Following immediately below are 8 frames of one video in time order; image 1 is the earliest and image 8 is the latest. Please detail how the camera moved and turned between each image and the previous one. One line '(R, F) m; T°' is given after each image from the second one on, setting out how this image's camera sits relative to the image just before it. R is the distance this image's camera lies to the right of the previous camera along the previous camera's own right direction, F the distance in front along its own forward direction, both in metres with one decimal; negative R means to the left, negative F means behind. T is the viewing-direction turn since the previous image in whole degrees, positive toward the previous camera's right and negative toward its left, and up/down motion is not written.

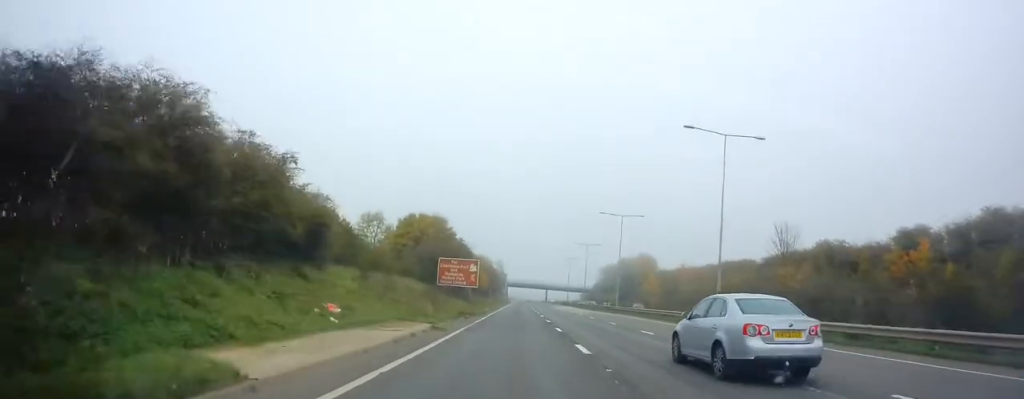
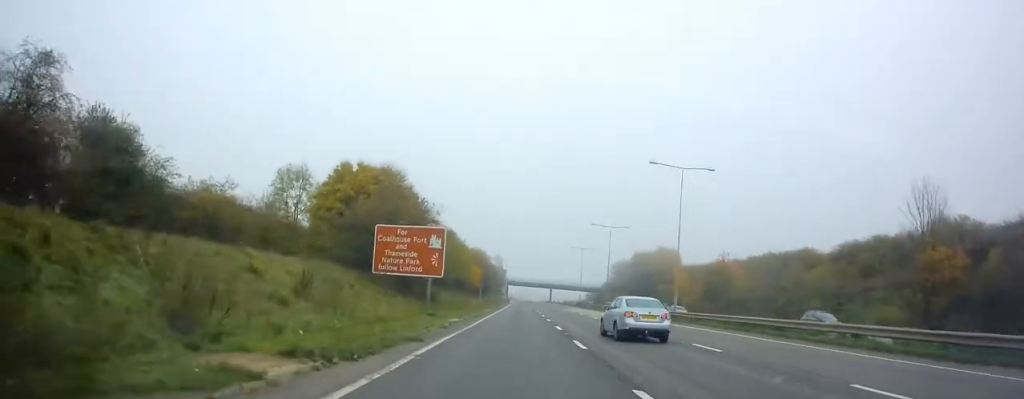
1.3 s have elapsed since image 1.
(+0.4, +25.9) m; +1°
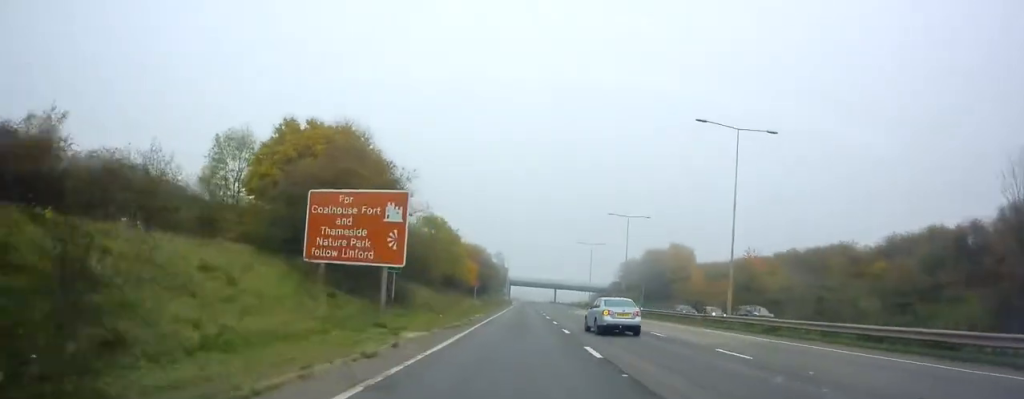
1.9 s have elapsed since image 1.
(0.0, +11.0) m; 0°
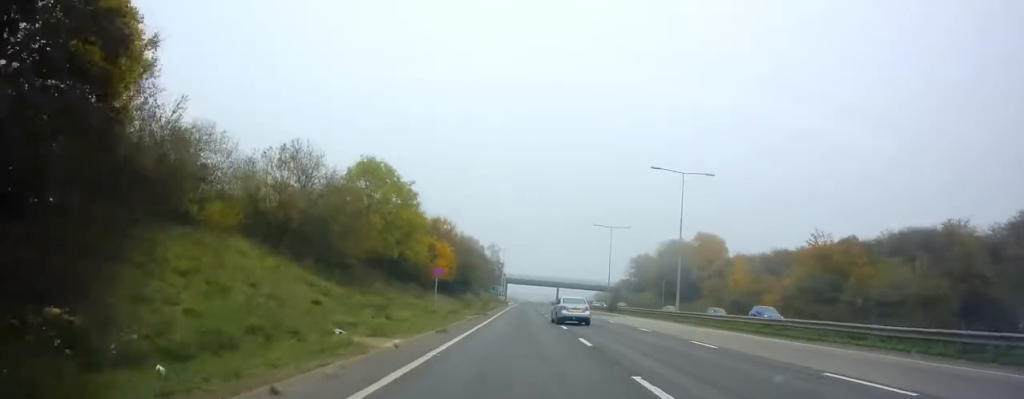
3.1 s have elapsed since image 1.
(0.0, +24.0) m; -1°
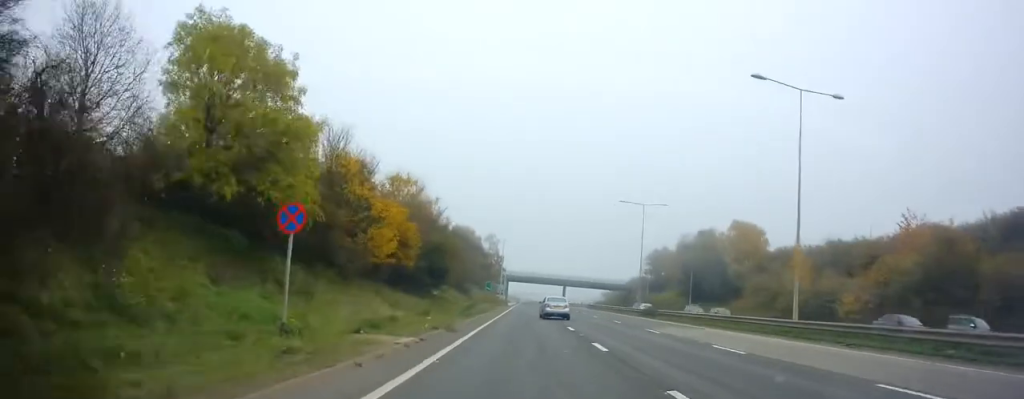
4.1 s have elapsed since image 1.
(-0.4, +19.6) m; 0°
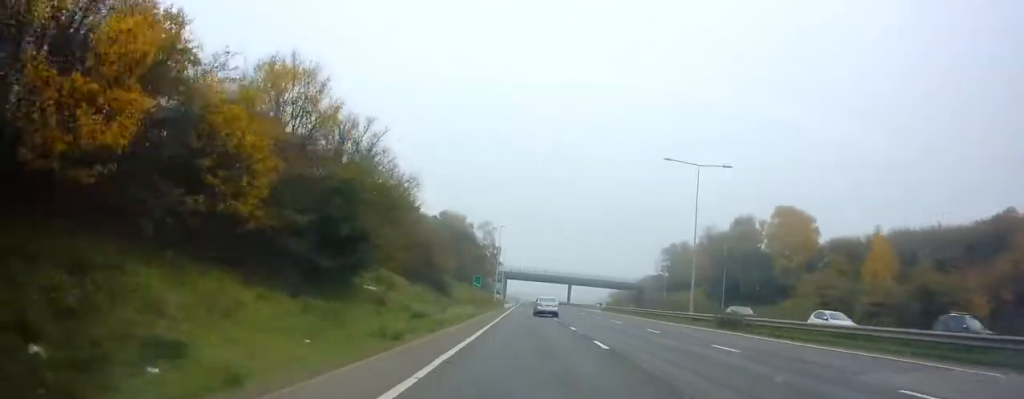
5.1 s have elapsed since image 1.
(+0.4, +18.9) m; 0°
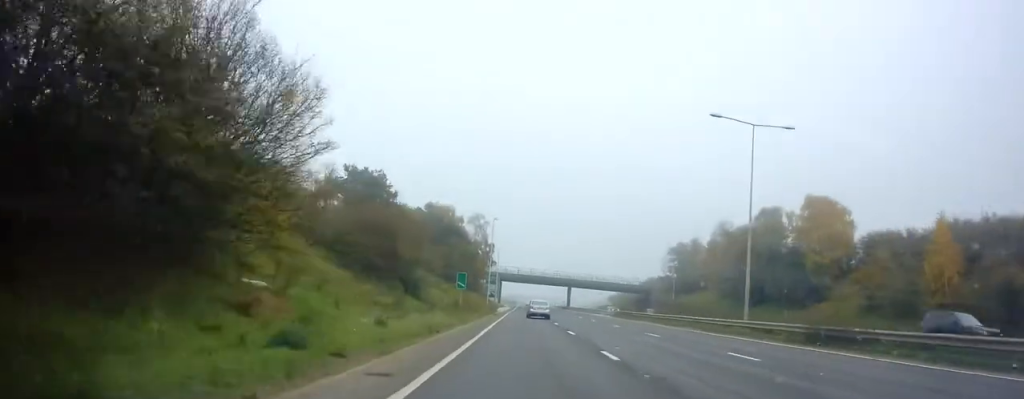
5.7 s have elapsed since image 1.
(-0.2, +11.1) m; 0°
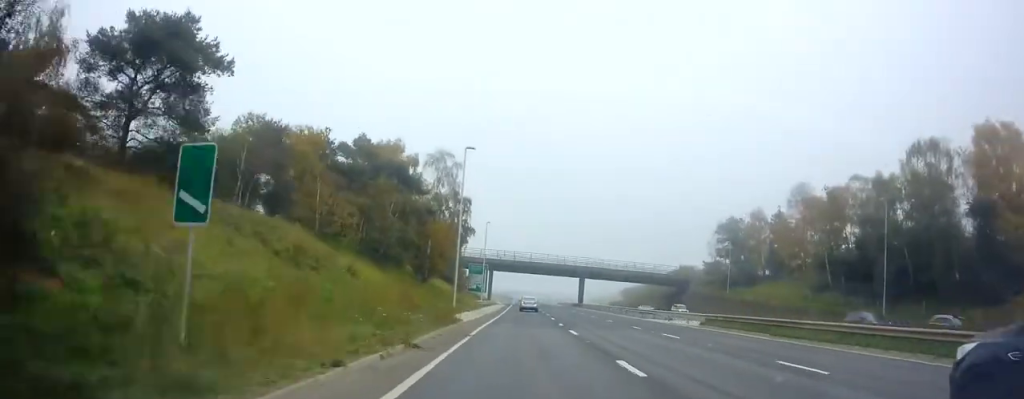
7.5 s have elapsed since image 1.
(+0.4, +35.4) m; +2°
